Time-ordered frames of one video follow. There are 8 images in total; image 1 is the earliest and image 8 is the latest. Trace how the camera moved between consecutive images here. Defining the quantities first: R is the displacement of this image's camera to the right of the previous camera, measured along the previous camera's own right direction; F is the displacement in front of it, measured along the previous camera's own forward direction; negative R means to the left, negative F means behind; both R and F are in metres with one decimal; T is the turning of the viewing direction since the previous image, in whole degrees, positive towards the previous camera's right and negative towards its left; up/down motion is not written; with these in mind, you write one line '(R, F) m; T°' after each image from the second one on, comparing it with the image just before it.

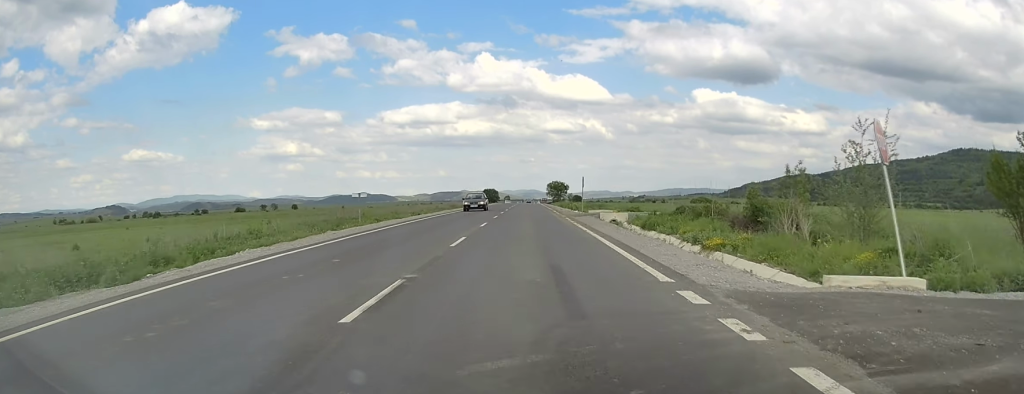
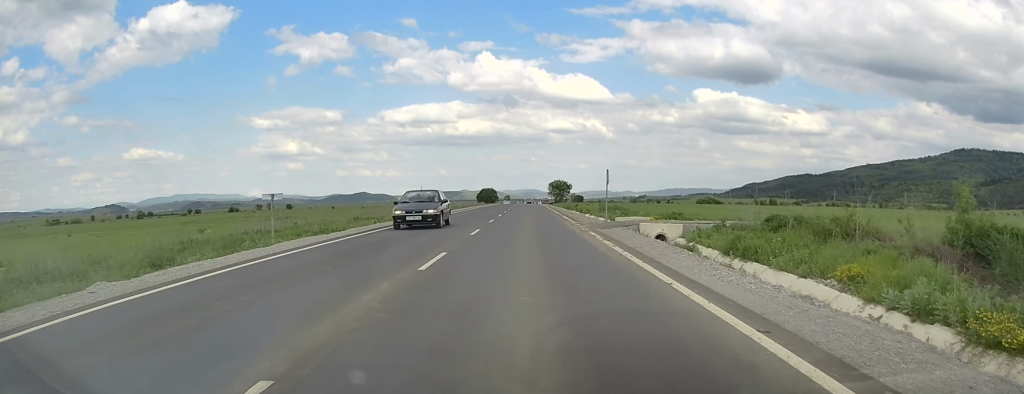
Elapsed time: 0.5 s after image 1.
(0.0, +14.2) m; 0°
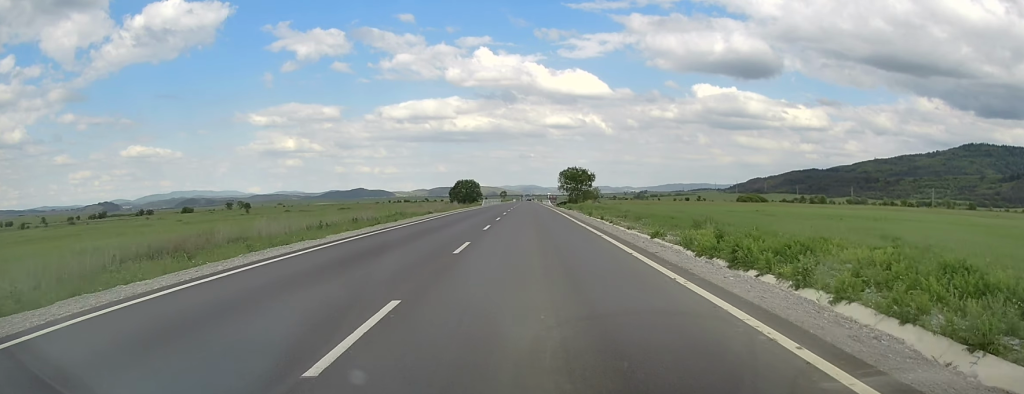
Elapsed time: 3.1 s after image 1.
(+0.4, +79.0) m; +1°
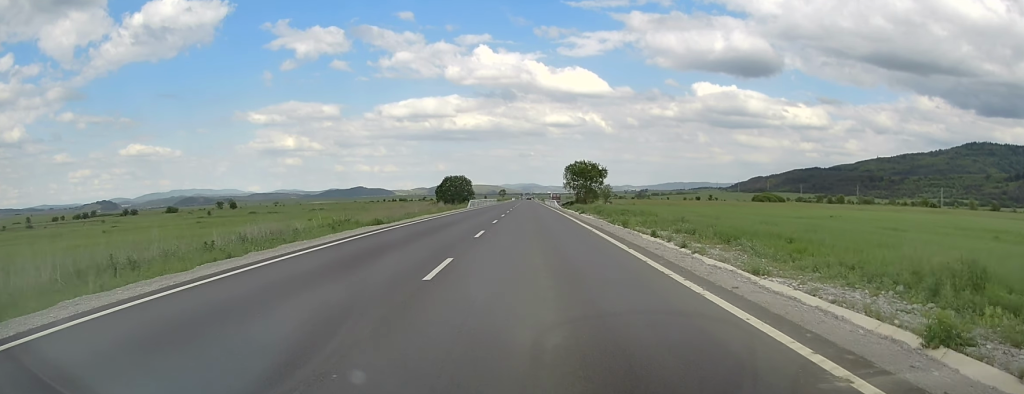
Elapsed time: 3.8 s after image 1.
(+0.2, +22.3) m; 0°
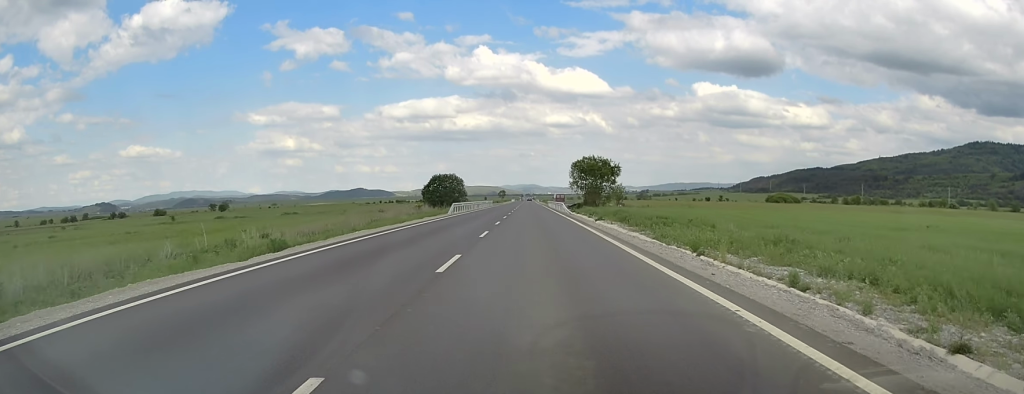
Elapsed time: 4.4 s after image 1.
(-0.2, +17.2) m; -1°
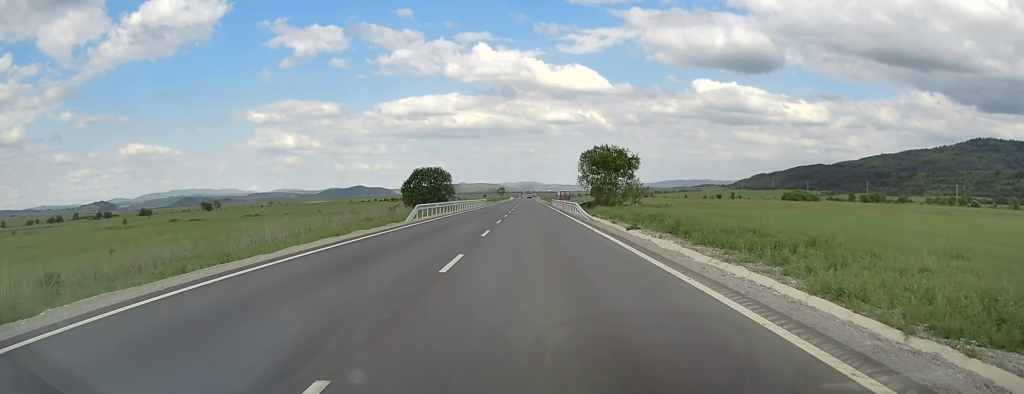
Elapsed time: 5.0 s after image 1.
(-0.1, +18.2) m; 0°
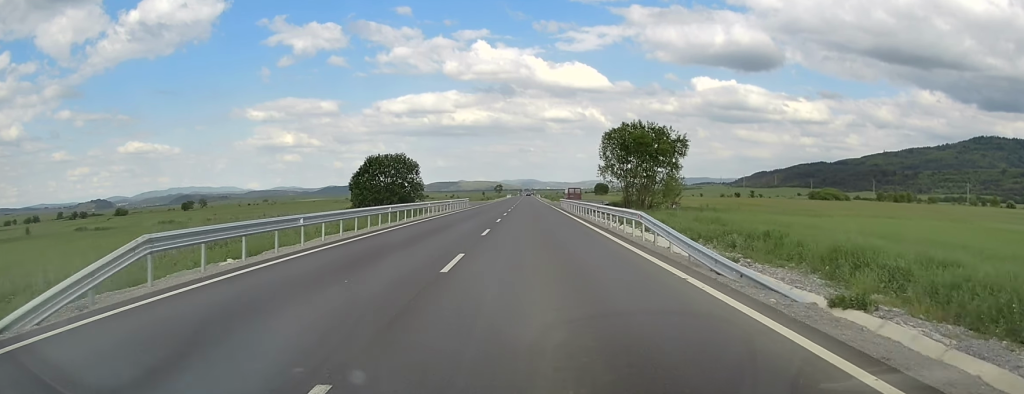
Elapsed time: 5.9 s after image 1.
(0.0, +27.4) m; 0°
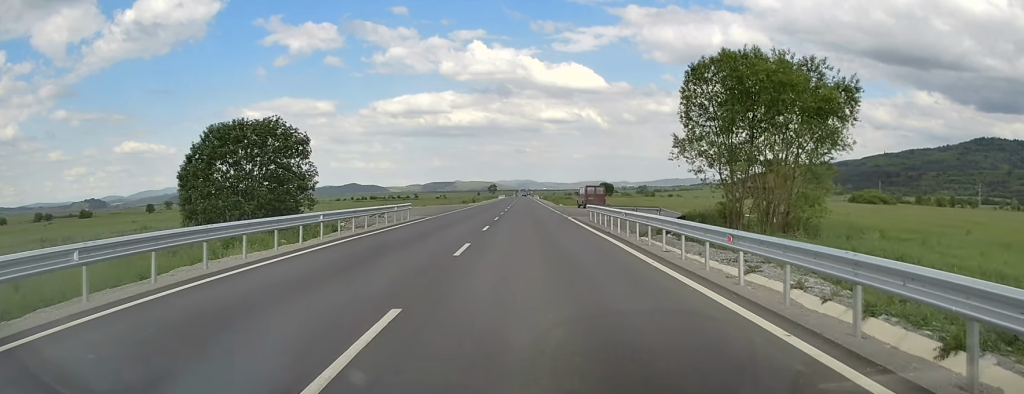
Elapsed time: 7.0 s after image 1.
(0.0, +33.7) m; 0°
